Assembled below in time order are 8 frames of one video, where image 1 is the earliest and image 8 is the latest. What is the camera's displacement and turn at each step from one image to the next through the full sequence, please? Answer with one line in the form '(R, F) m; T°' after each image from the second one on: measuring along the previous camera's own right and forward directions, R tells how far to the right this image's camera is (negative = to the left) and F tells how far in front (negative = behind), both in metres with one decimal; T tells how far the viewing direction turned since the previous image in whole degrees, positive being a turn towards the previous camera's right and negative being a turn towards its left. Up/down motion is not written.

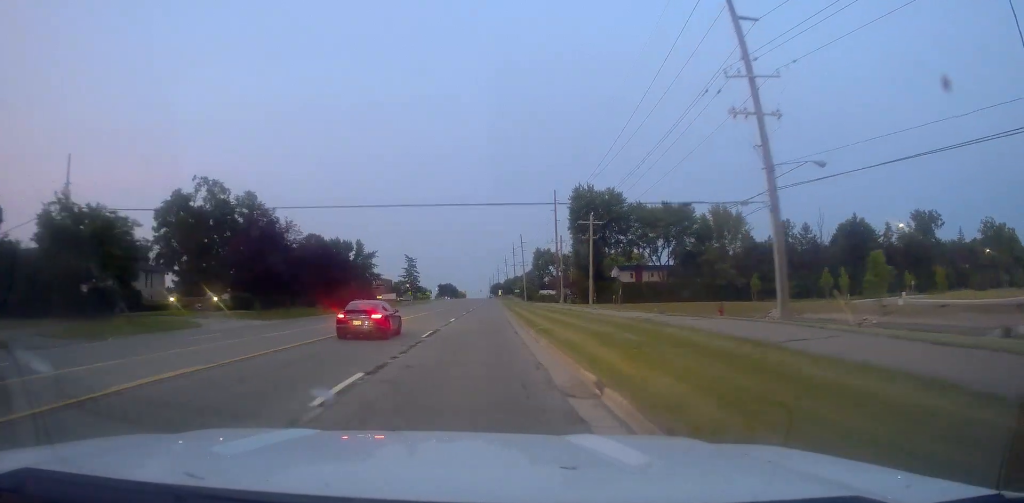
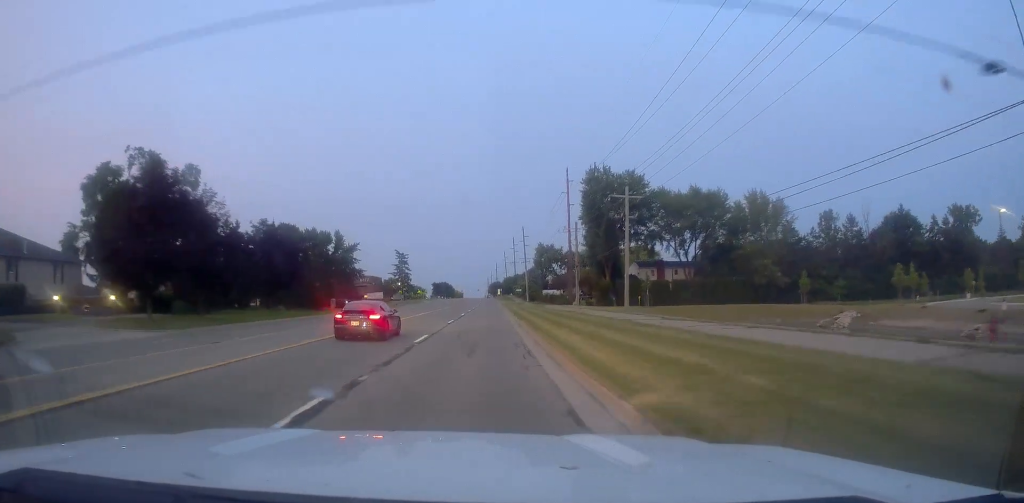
(0.0, +17.8) m; 0°
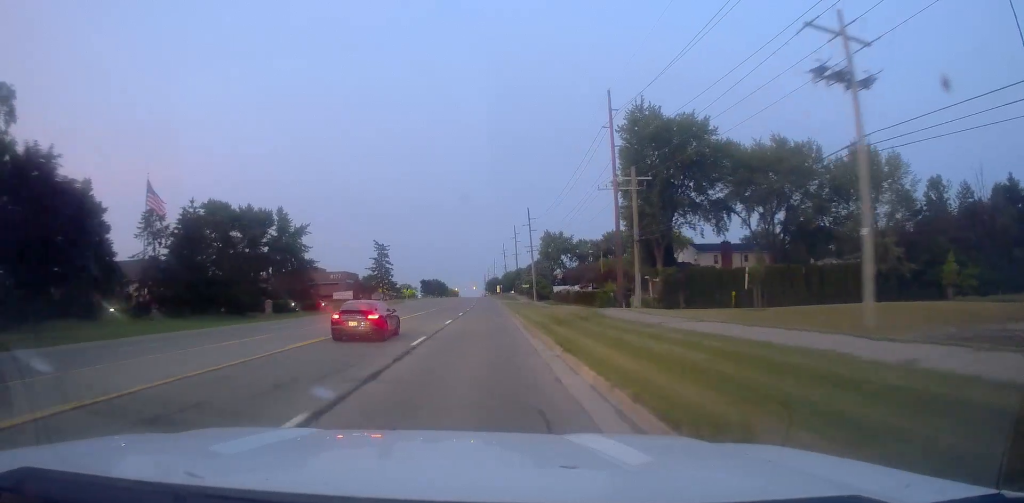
(-0.9, +32.0) m; -2°
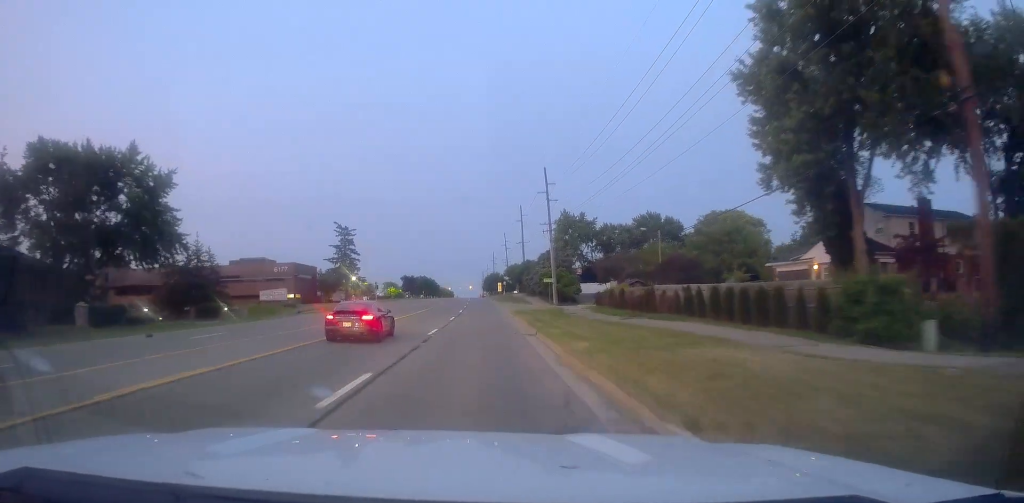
(+0.9, +40.0) m; +2°
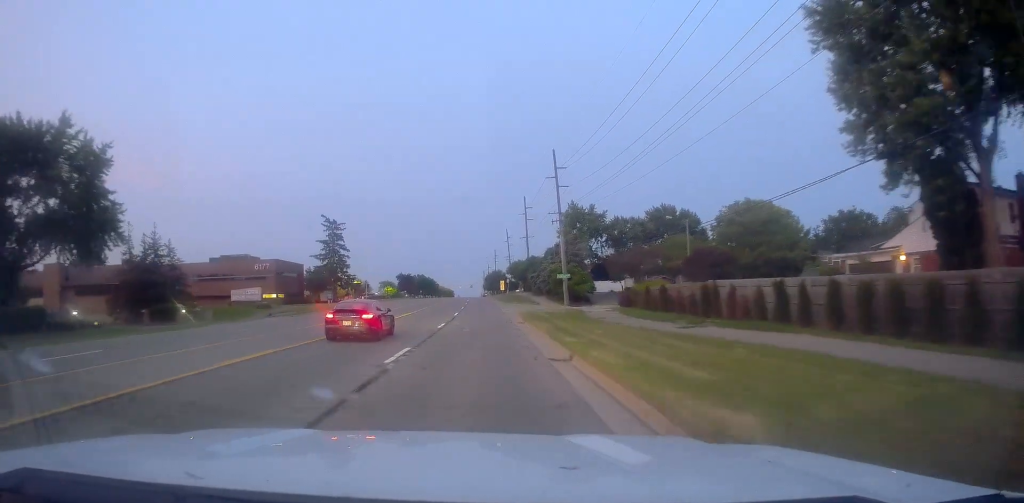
(0.0, +10.5) m; 0°
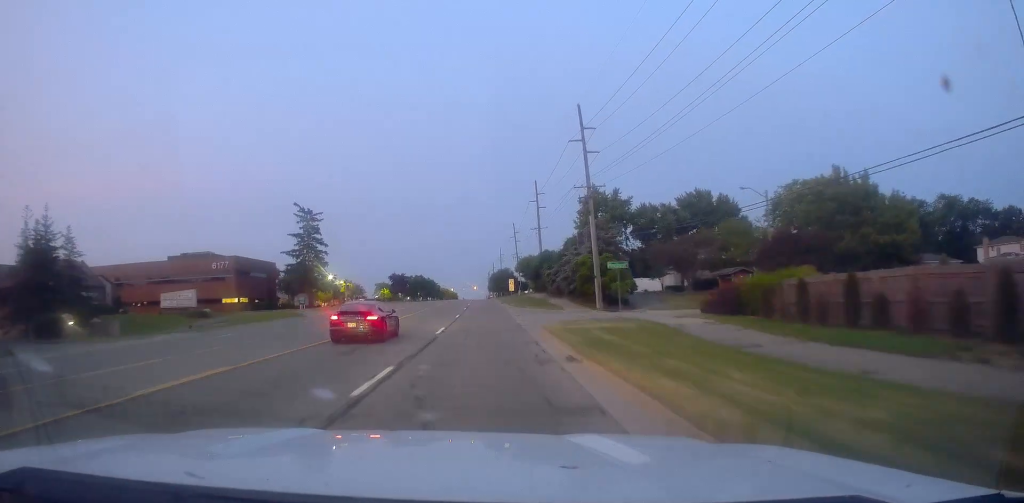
(0.0, +18.7) m; 0°
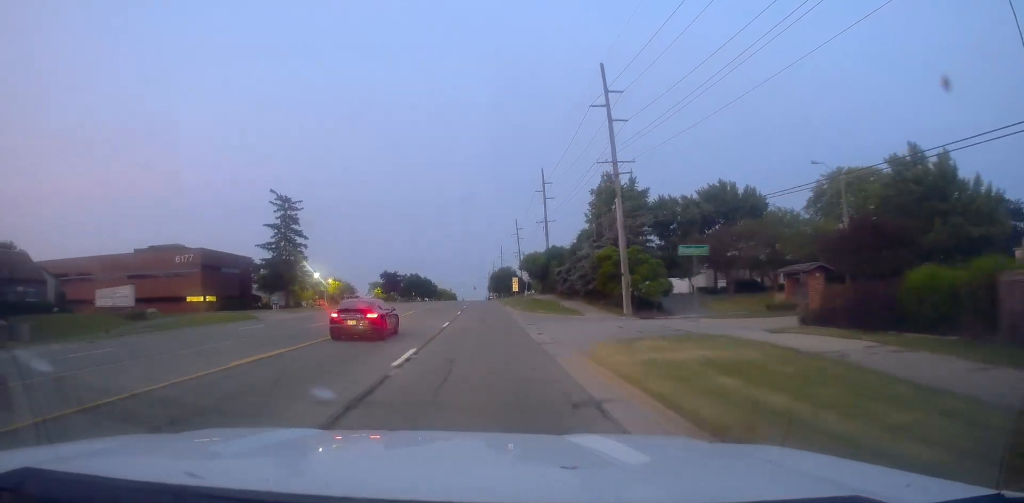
(0.0, +11.1) m; 0°
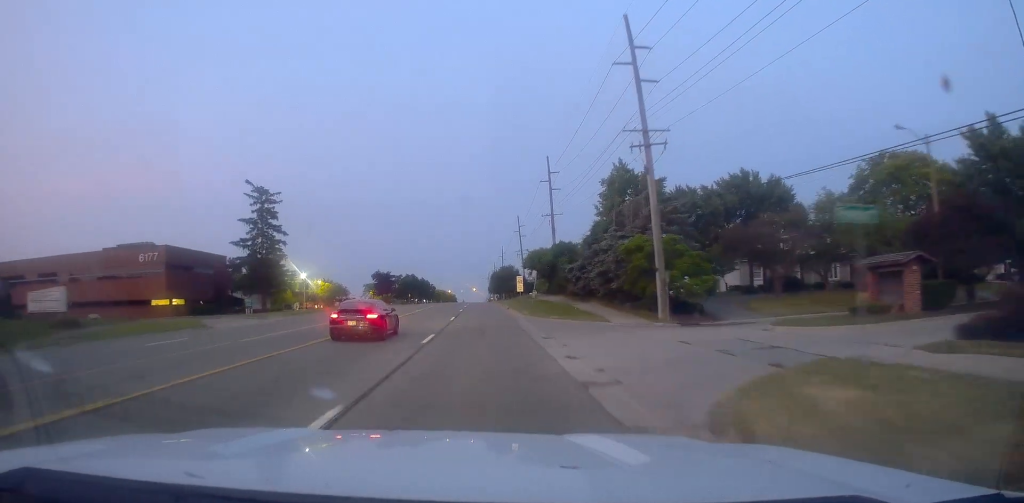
(0.0, +9.1) m; 0°
